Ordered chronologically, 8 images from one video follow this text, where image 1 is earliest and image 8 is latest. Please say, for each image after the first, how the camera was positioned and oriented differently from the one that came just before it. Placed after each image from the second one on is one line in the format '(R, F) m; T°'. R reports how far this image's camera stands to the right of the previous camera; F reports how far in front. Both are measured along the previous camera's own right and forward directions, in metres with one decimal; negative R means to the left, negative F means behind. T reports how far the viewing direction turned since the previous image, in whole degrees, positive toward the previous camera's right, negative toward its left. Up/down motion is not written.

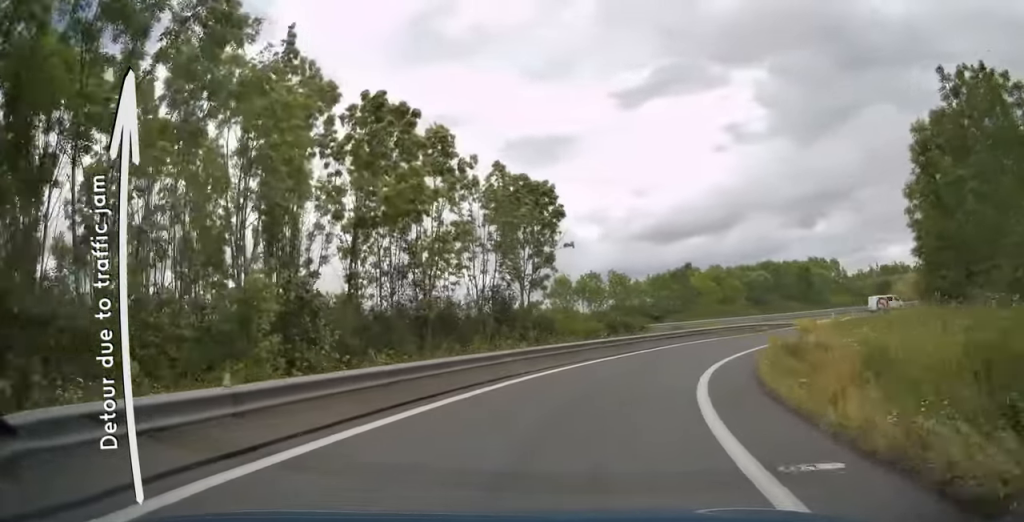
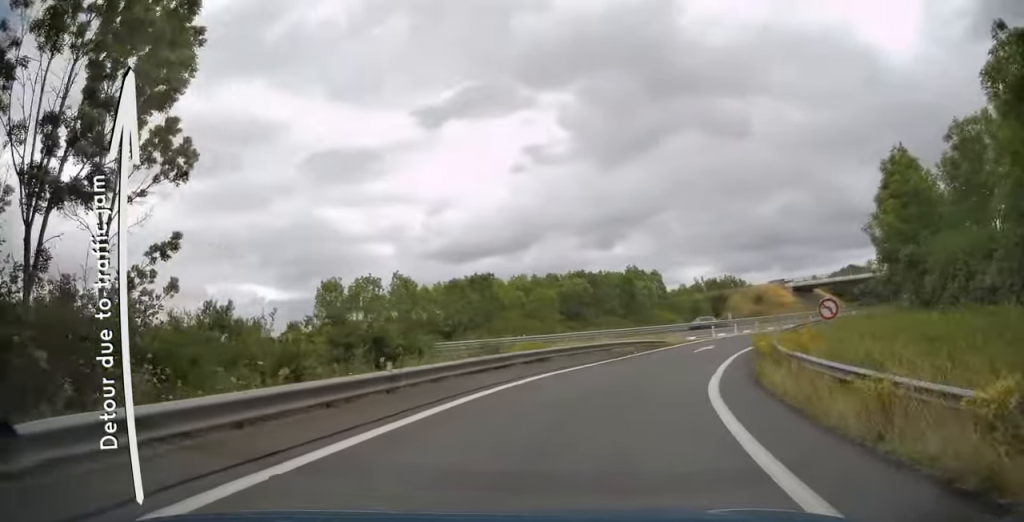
(+3.6, +19.0) m; +19°
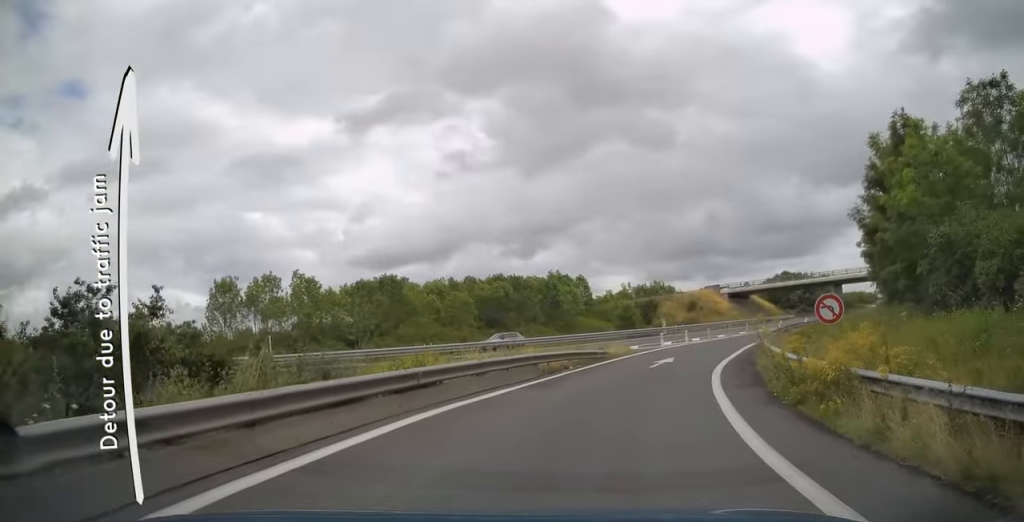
(+0.3, +7.6) m; +7°
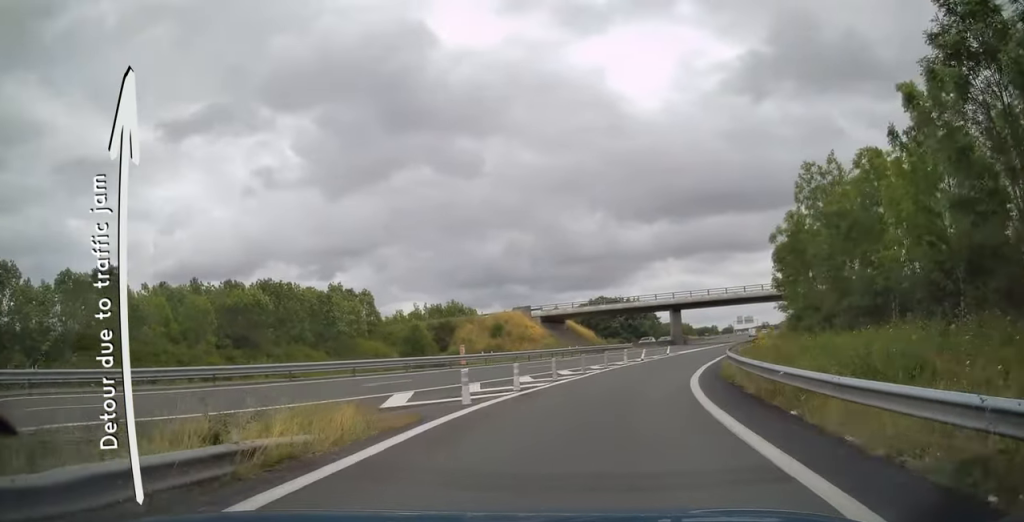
(+3.2, +19.0) m; +20°
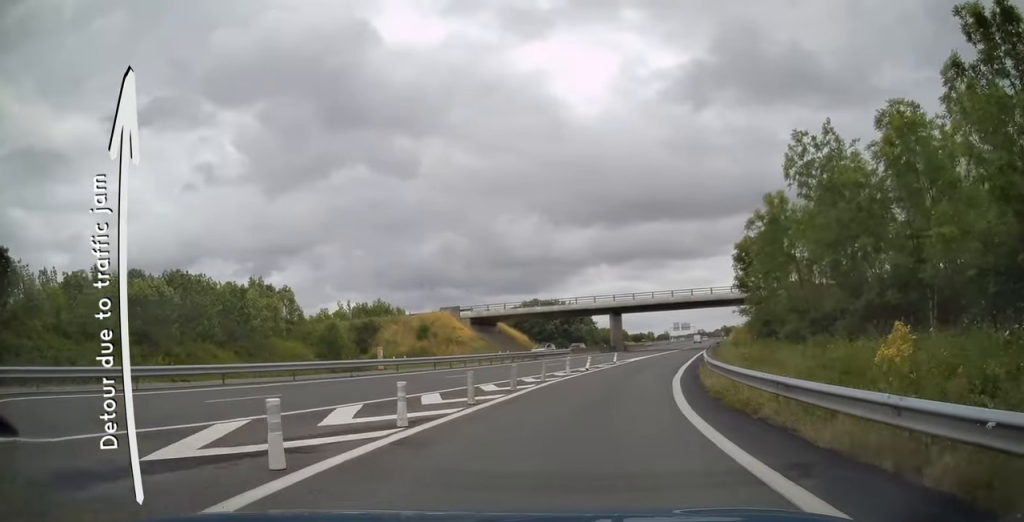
(+0.6, +6.5) m; +6°
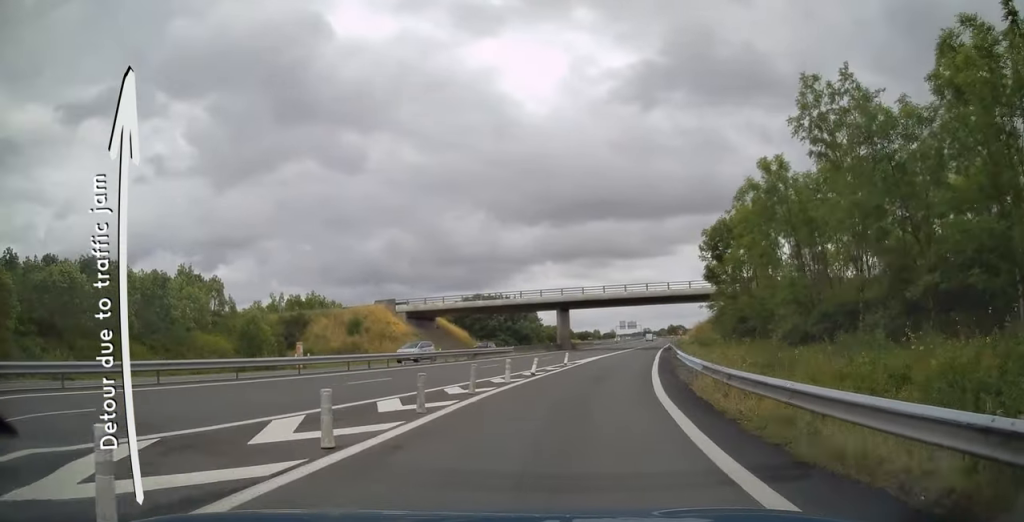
(+0.3, +6.2) m; +5°
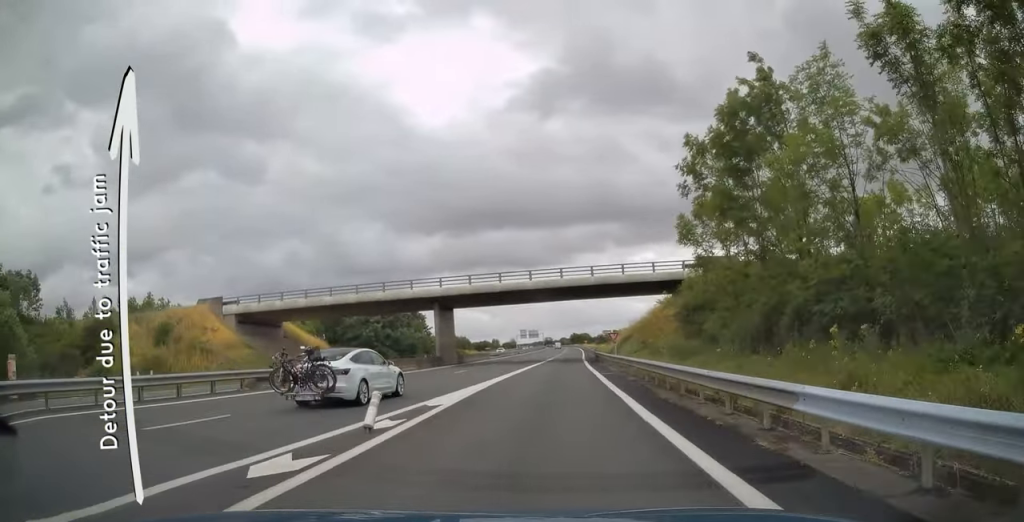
(+2.7, +20.4) m; +14°
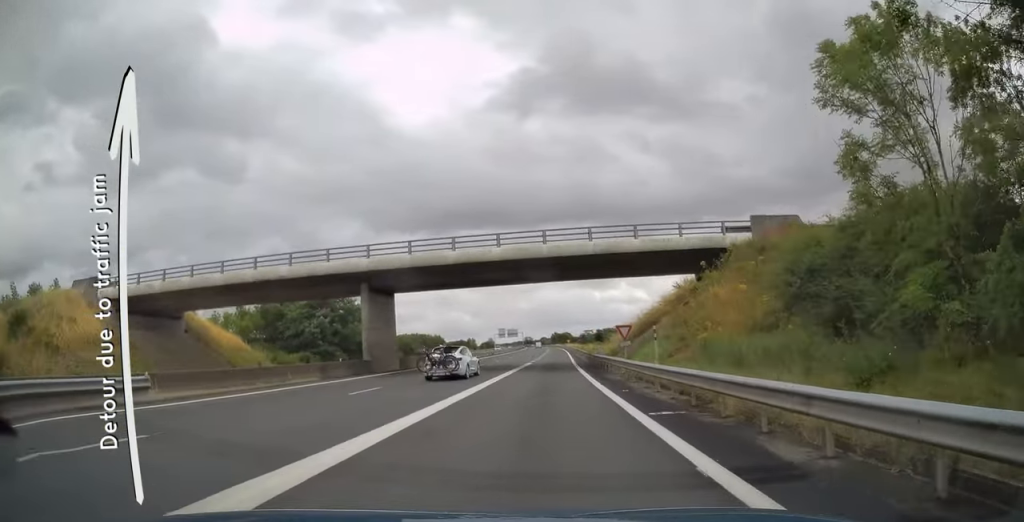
(+1.1, +15.6) m; +6°
